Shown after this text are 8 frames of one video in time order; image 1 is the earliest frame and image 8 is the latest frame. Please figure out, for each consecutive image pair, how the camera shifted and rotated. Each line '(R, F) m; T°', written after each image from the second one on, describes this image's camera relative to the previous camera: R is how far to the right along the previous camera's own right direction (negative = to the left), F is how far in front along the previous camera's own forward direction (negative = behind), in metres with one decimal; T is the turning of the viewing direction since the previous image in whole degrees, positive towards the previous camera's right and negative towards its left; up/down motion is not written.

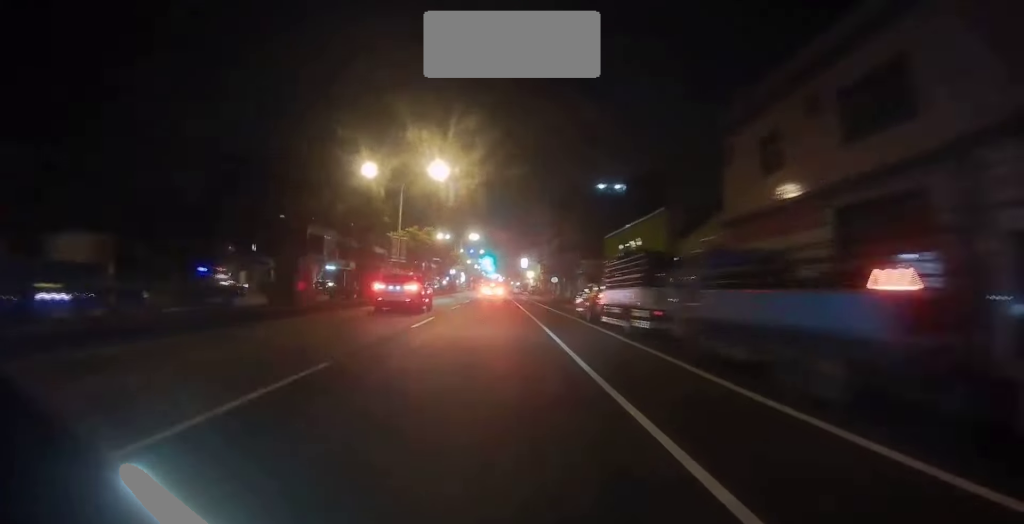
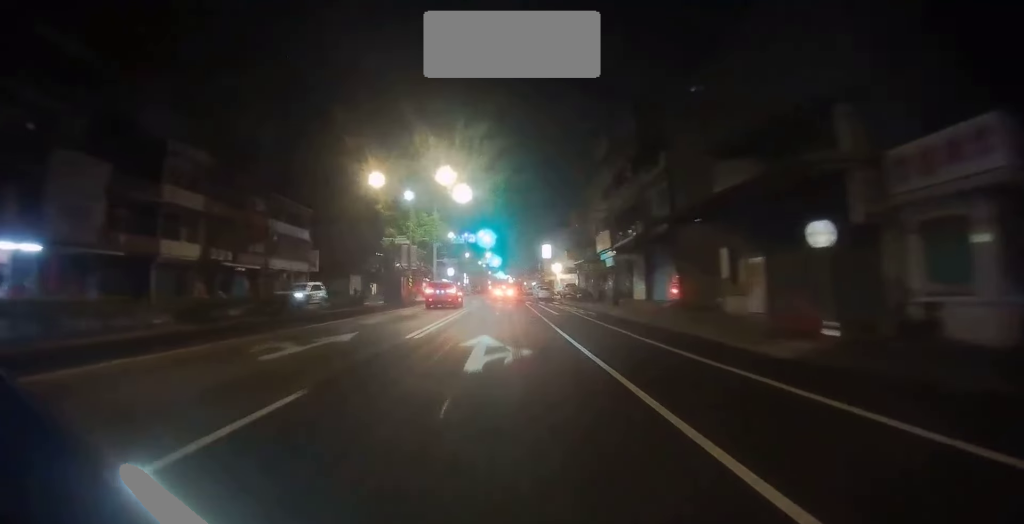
(-1.2, +40.4) m; -3°
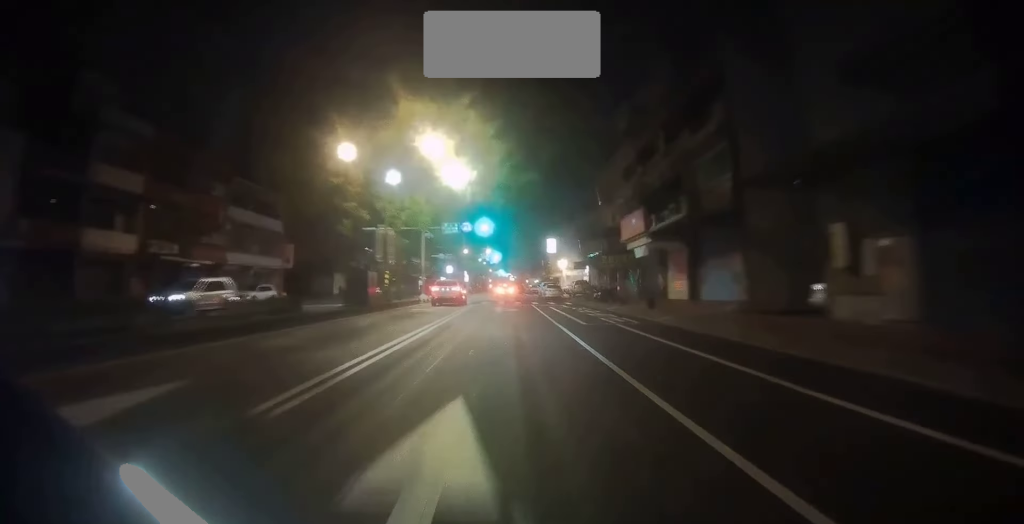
(0.0, +6.7) m; 0°
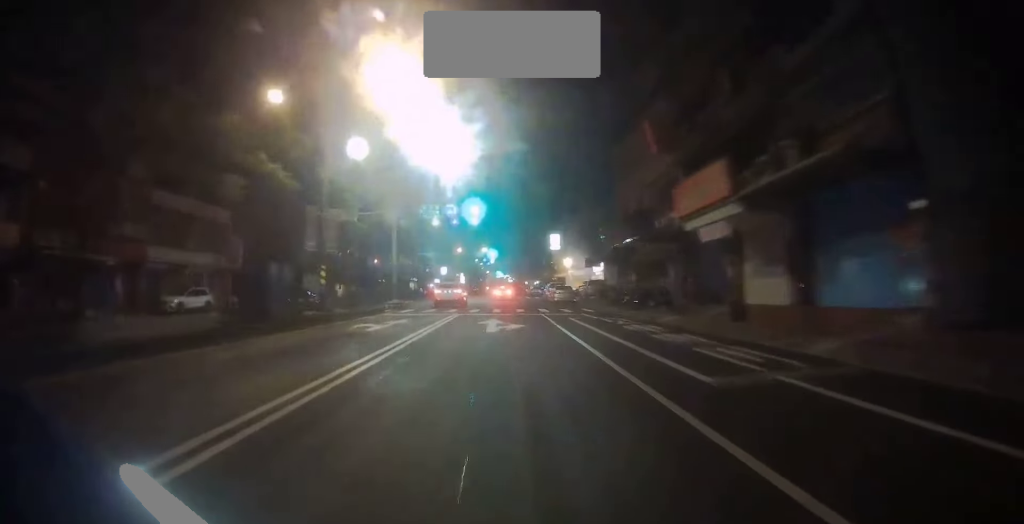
(0.0, +8.8) m; 0°
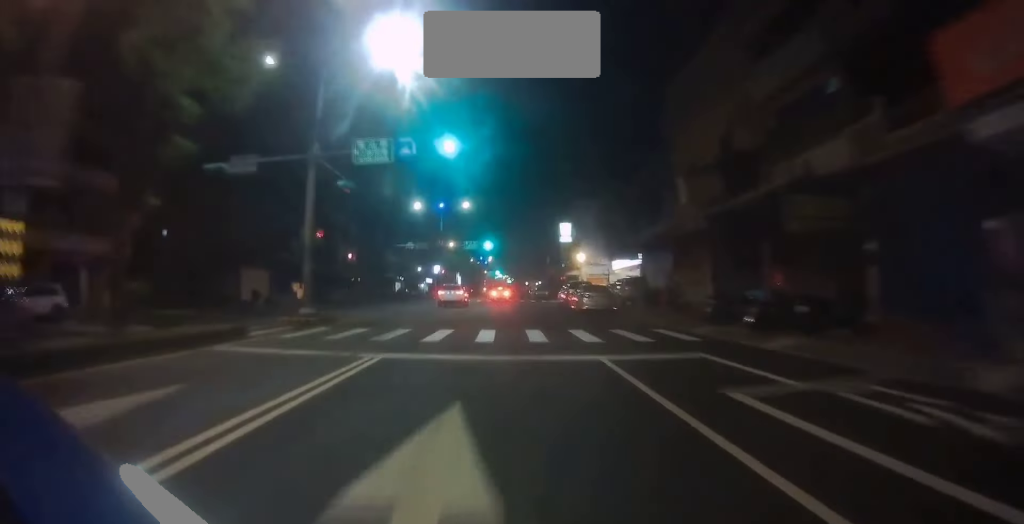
(0.0, +12.4) m; 0°
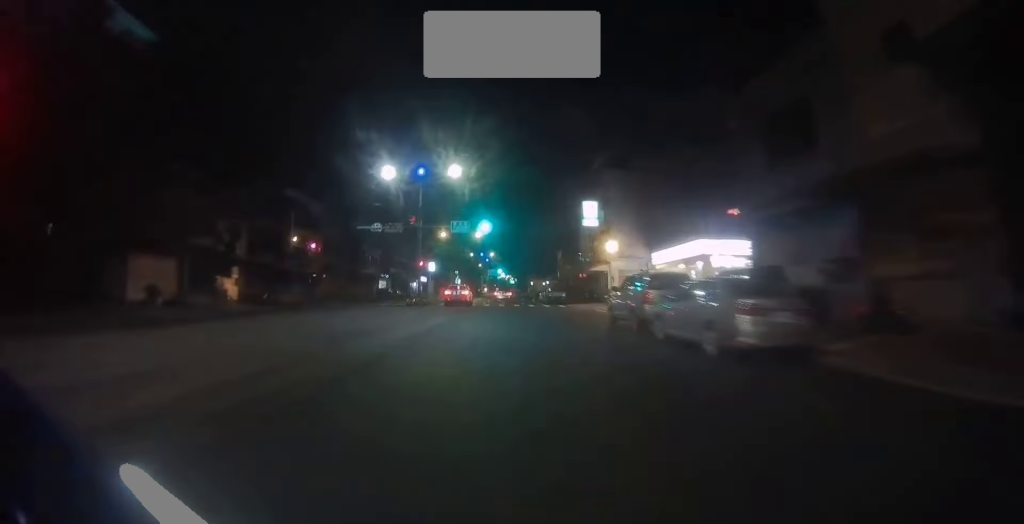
(0.0, +14.0) m; 0°
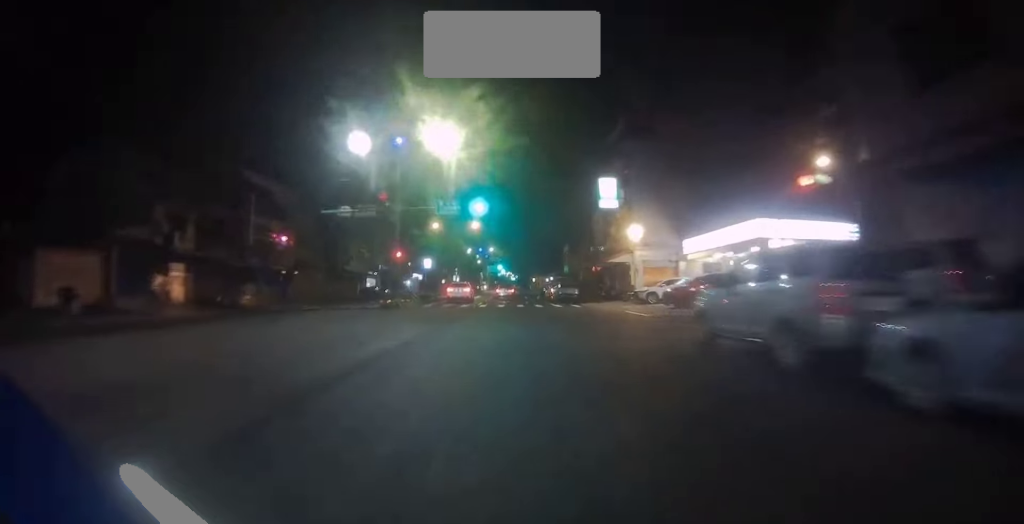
(0.0, +7.3) m; 0°
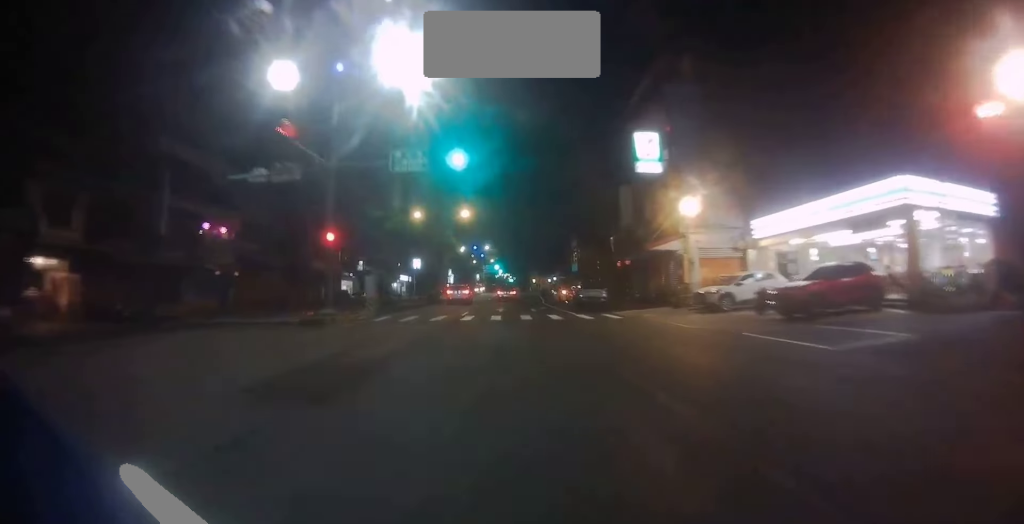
(+0.1, +10.5) m; 0°
